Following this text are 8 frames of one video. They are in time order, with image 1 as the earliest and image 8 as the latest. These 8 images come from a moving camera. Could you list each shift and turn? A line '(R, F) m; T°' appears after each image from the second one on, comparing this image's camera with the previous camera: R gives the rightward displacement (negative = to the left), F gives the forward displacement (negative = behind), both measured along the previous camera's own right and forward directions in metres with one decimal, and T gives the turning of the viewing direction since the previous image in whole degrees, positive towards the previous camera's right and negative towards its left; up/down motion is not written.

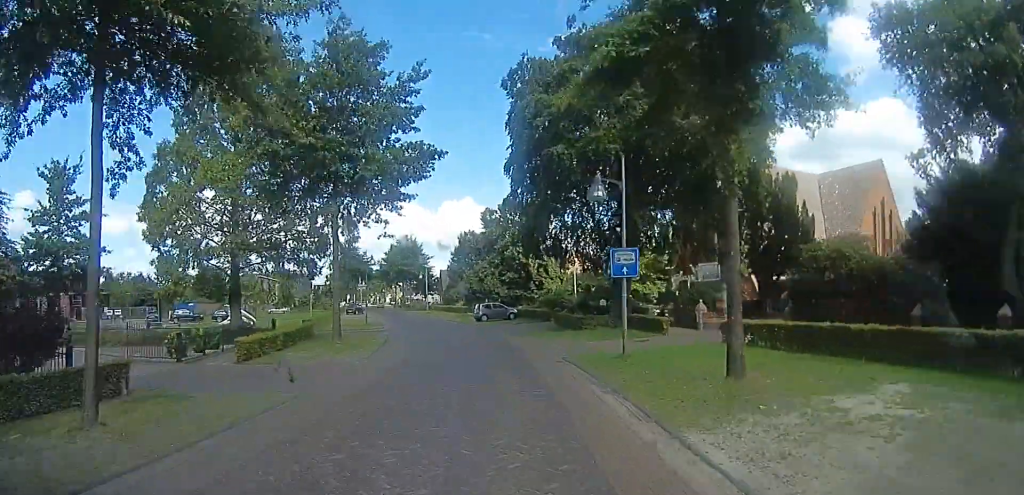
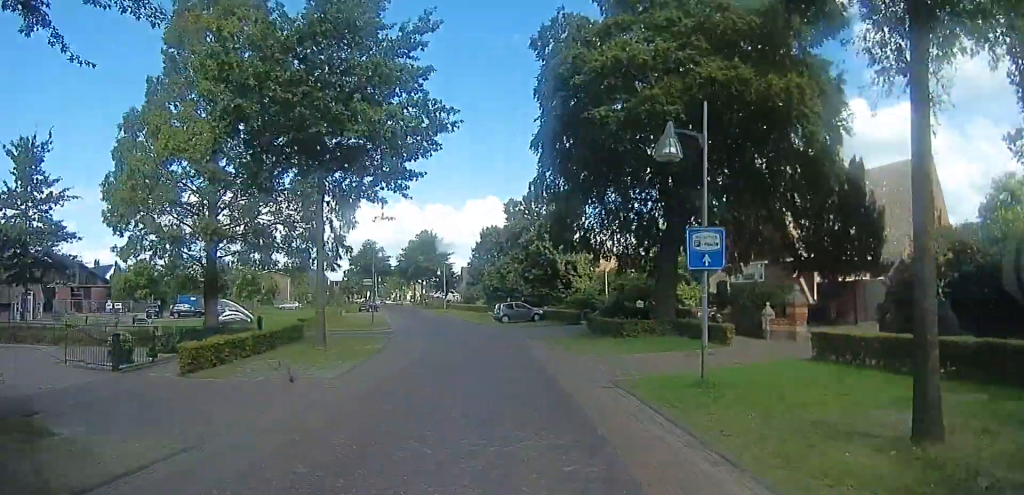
(0.0, +4.4) m; 0°
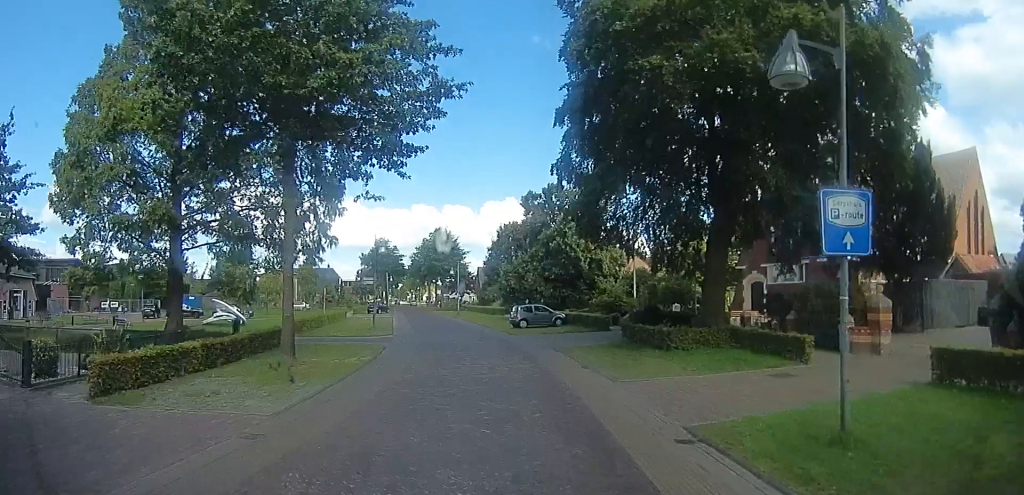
(0.0, +4.1) m; 0°
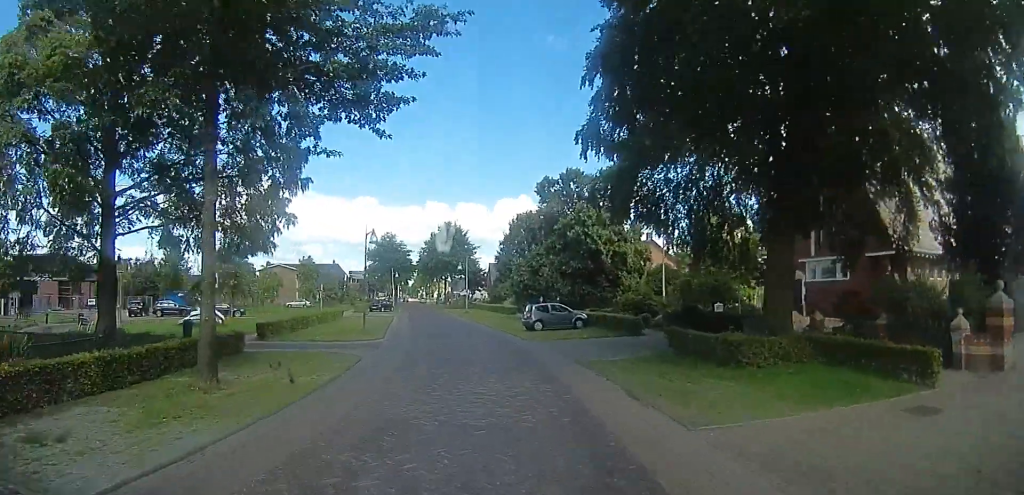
(0.0, +4.6) m; 0°
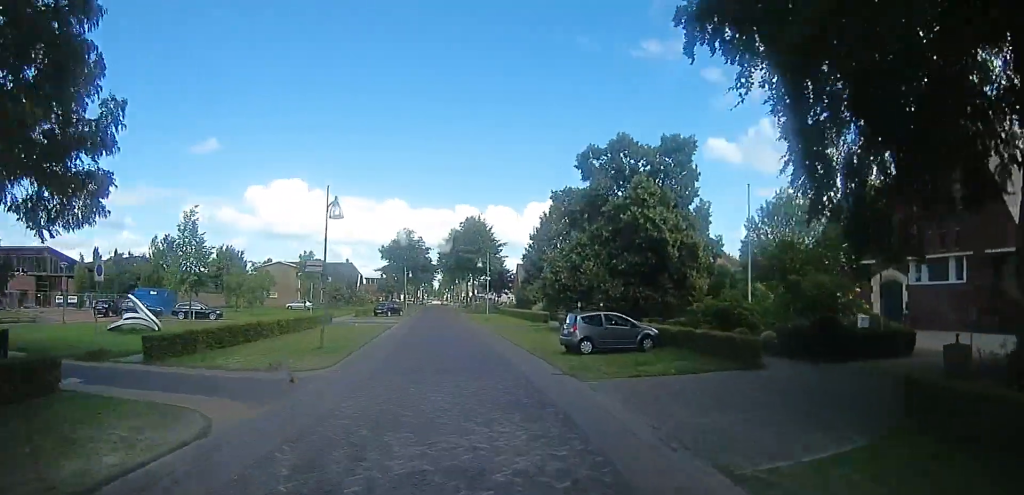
(0.0, +9.3) m; 0°
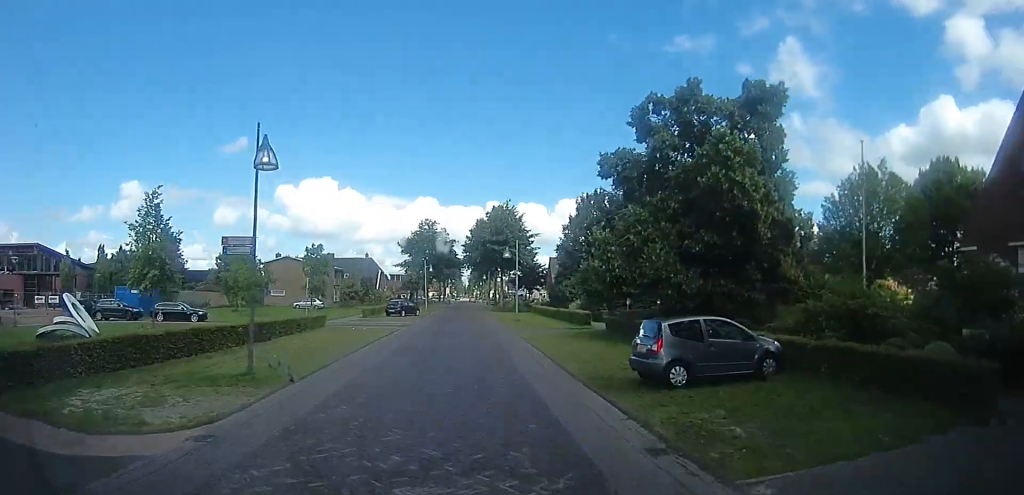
(0.0, +7.0) m; -1°
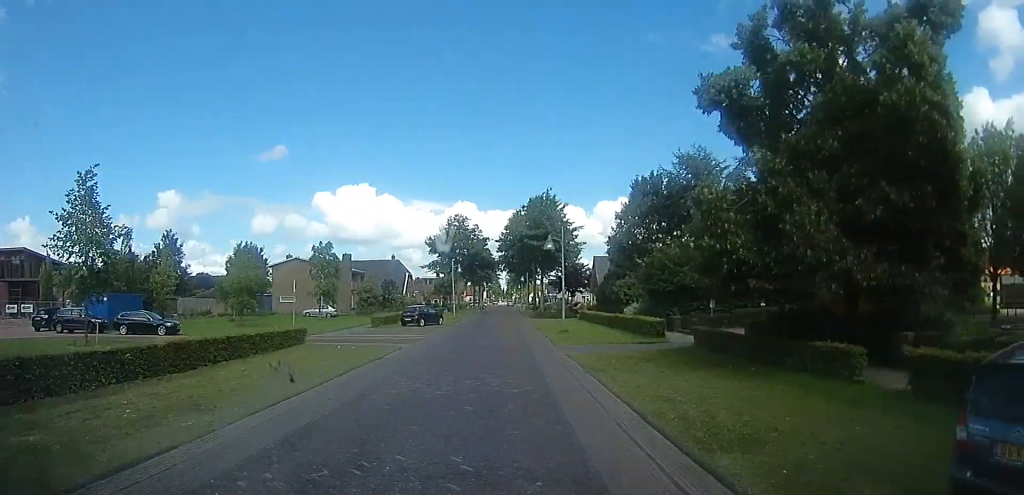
(-0.1, +8.2) m; -6°
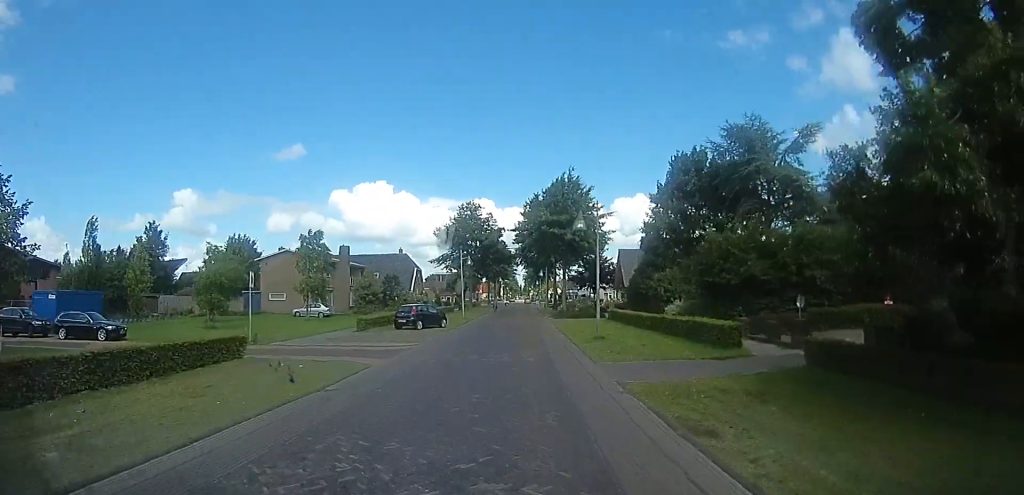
(-0.6, +6.8) m; -2°
